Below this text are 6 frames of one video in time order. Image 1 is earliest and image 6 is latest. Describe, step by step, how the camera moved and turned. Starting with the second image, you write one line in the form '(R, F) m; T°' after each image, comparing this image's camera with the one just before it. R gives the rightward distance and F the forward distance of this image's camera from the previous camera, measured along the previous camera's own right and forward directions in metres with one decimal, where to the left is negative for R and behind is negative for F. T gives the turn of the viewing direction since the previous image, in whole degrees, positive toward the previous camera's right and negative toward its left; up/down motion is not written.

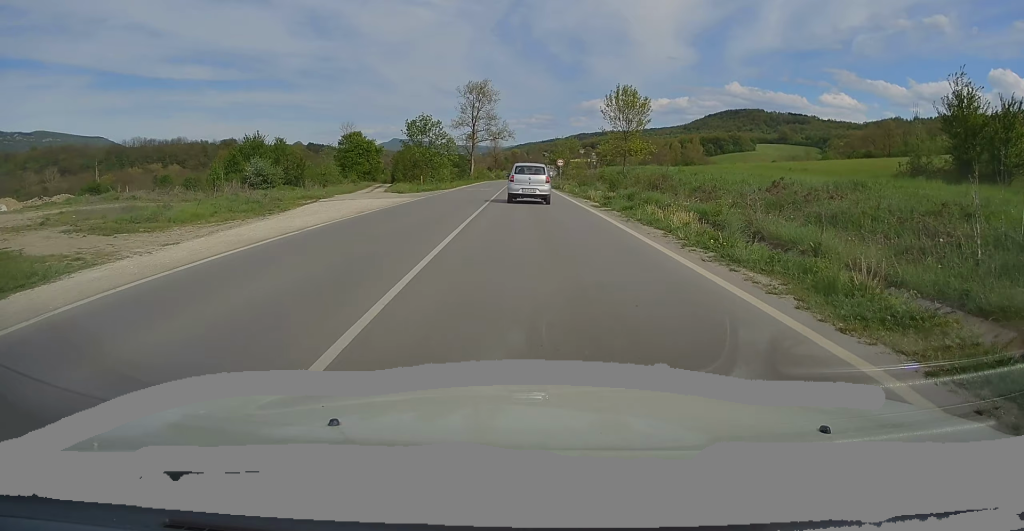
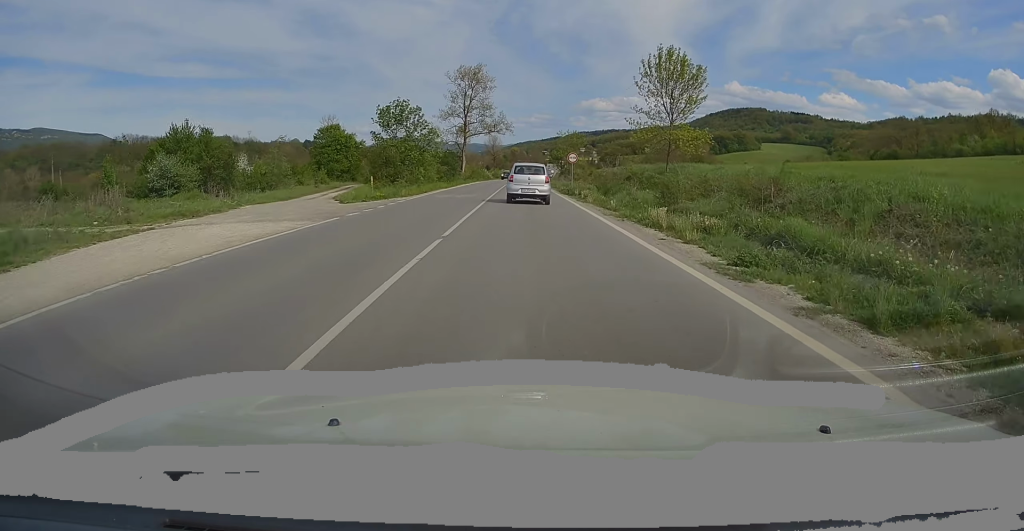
(-0.1, +15.8) m; +1°
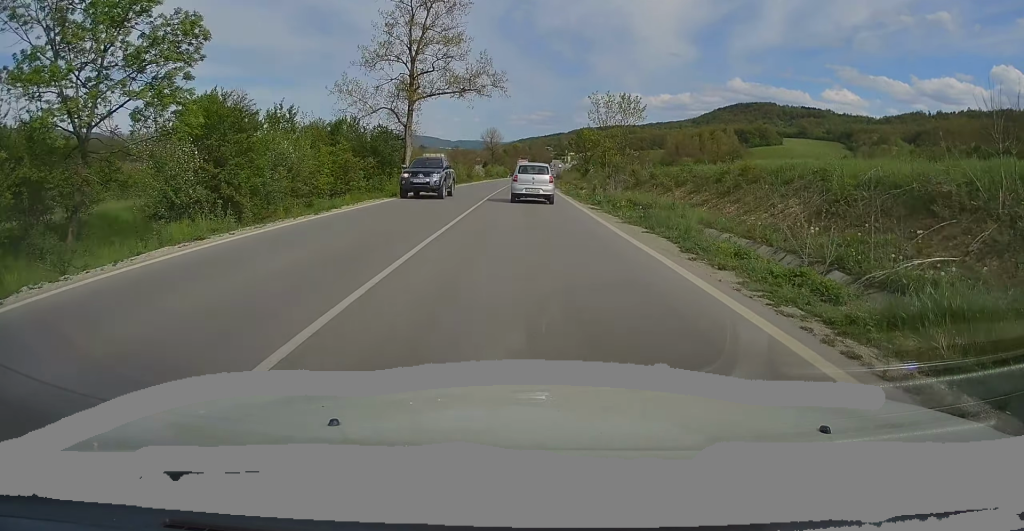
(+0.3, +50.9) m; 0°
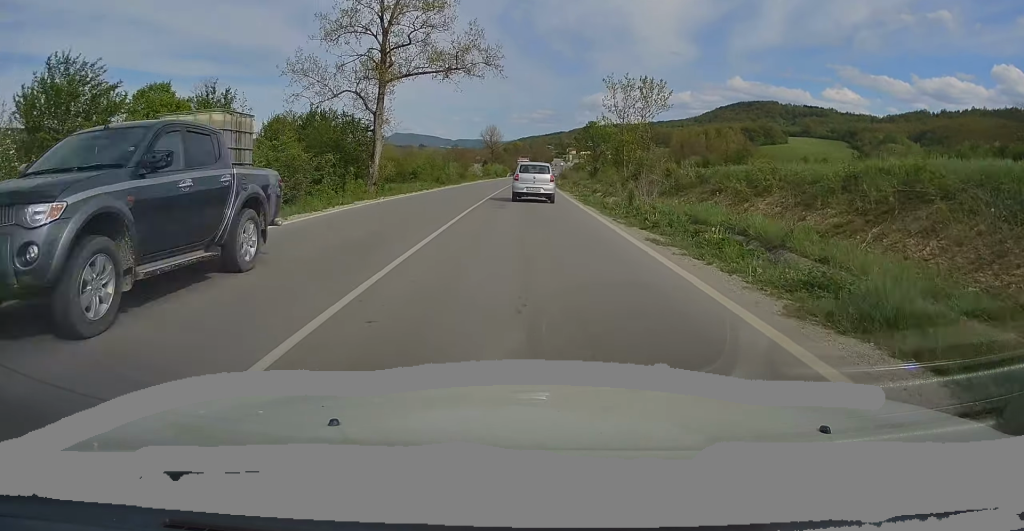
(-0.1, +10.9) m; +1°
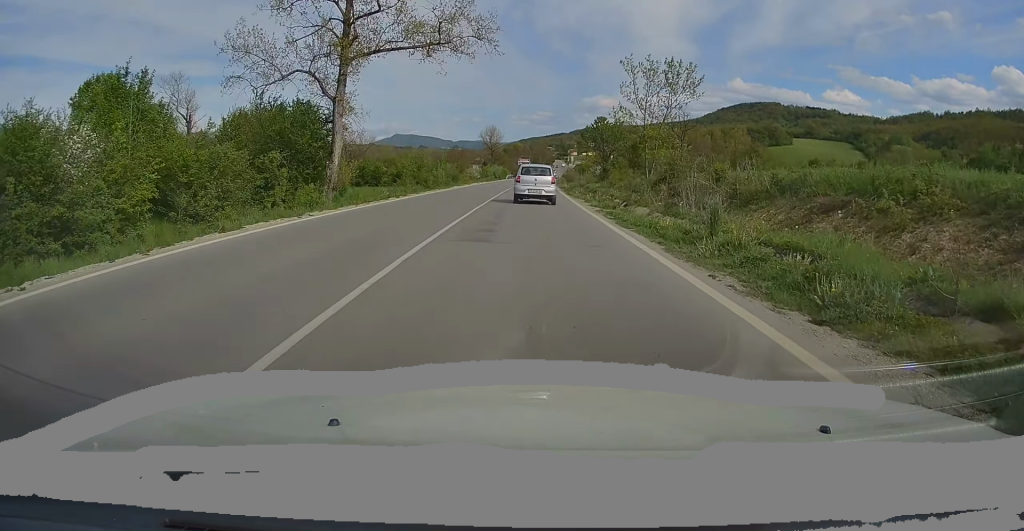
(+0.2, +9.2) m; 0°
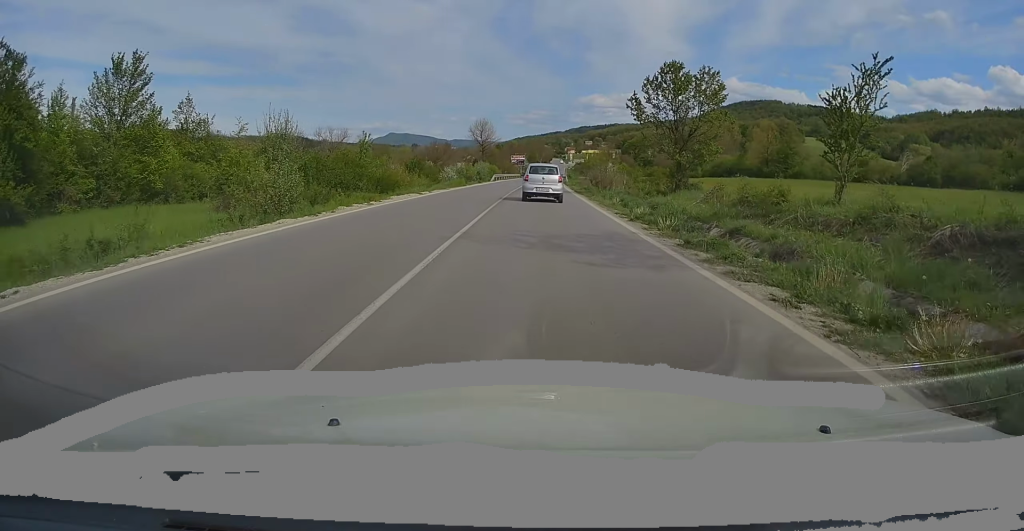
(+0.1, +37.3) m; +1°
